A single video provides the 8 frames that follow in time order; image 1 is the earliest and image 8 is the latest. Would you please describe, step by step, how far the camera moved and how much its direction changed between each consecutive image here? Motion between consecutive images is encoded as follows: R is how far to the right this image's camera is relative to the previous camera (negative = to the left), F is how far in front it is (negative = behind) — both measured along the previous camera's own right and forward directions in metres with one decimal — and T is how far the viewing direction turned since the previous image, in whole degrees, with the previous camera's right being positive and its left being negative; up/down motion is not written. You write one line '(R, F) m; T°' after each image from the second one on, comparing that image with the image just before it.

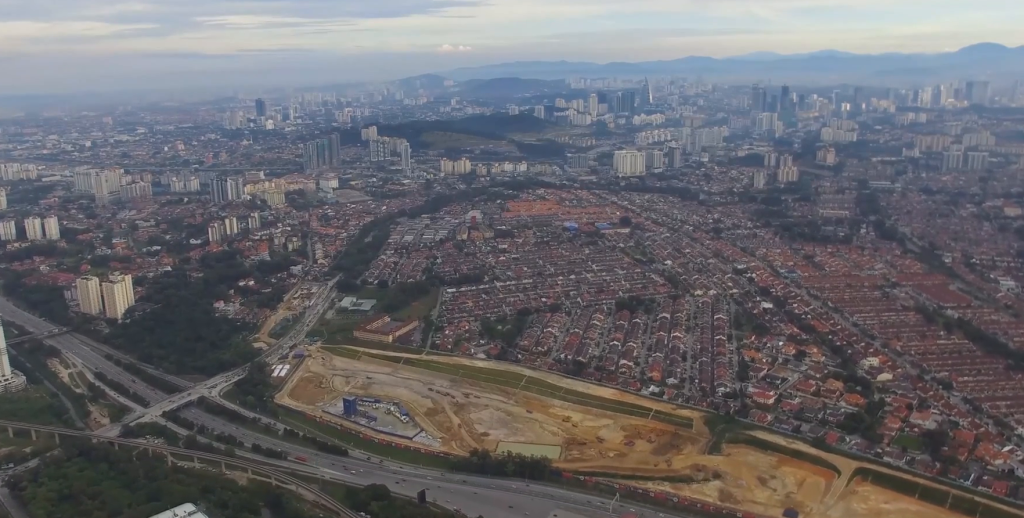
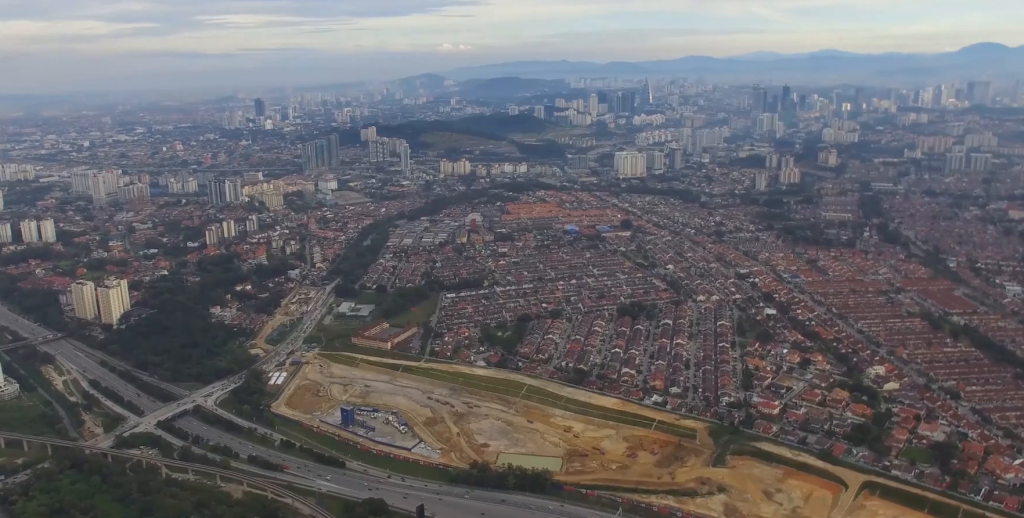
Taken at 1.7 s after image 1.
(0.0, +19.3) m; 0°
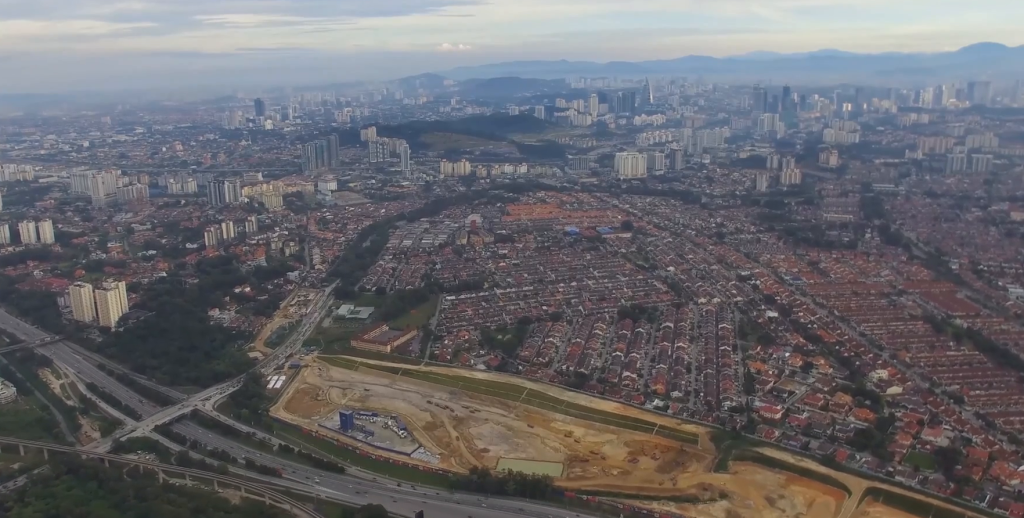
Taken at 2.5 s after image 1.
(0.0, +8.6) m; 0°
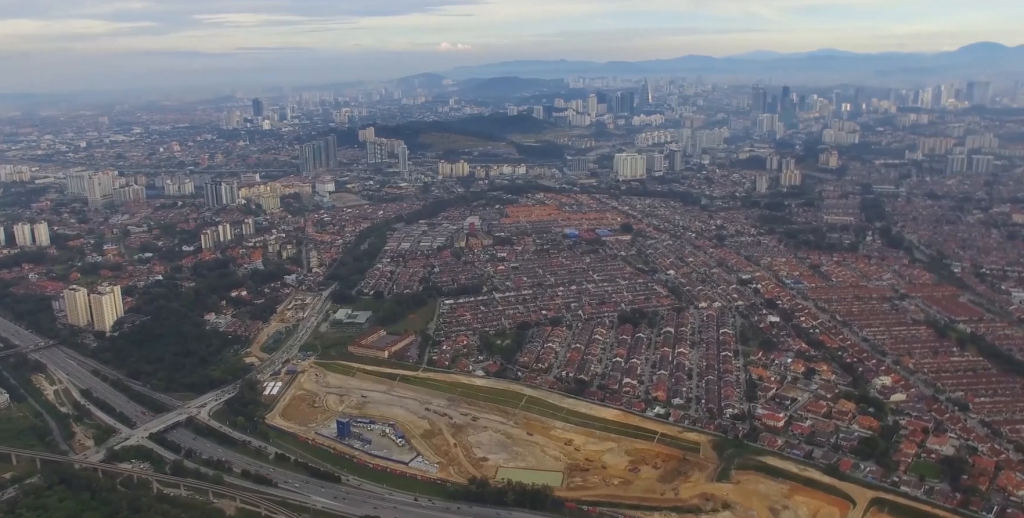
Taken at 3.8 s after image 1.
(0.0, +14.4) m; 0°
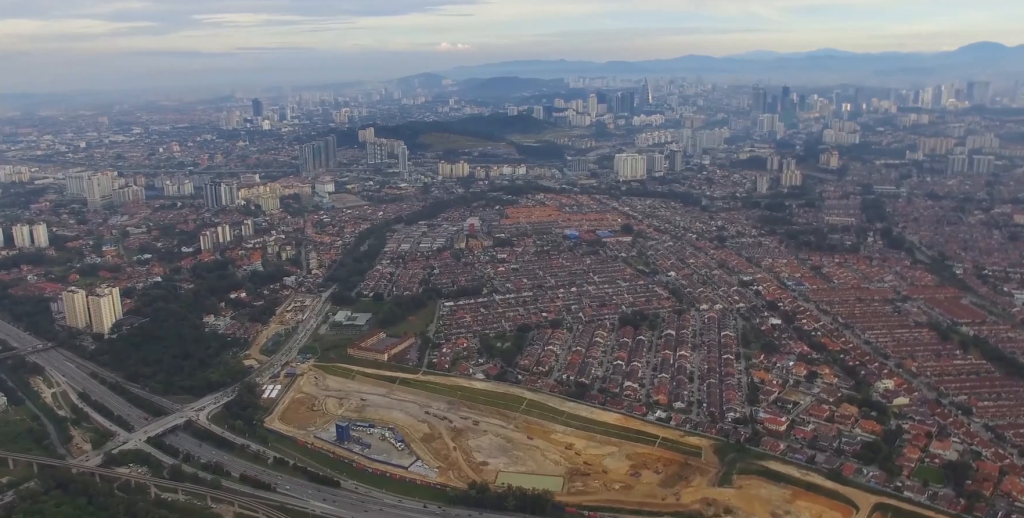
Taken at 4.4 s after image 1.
(0.0, +7.2) m; 0°
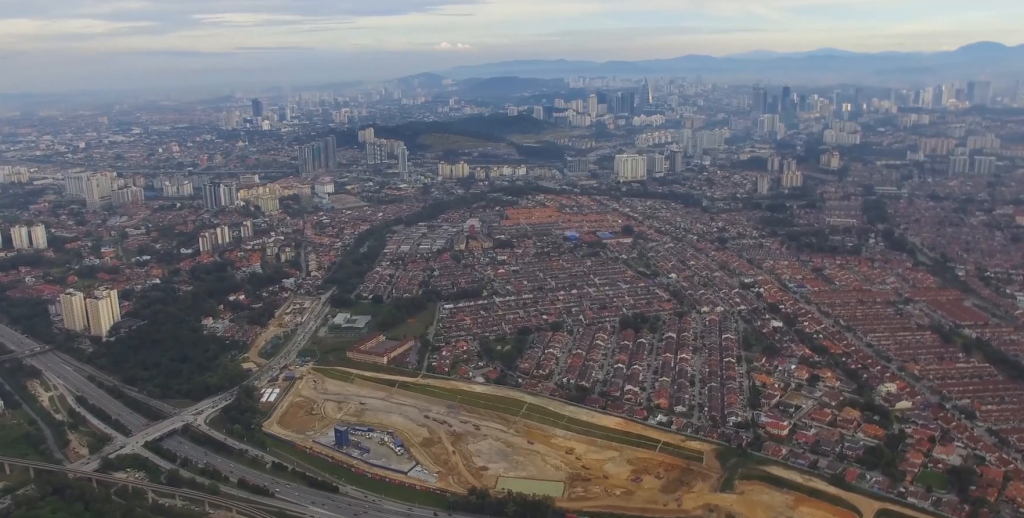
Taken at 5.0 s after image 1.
(0.0, +7.3) m; 0°
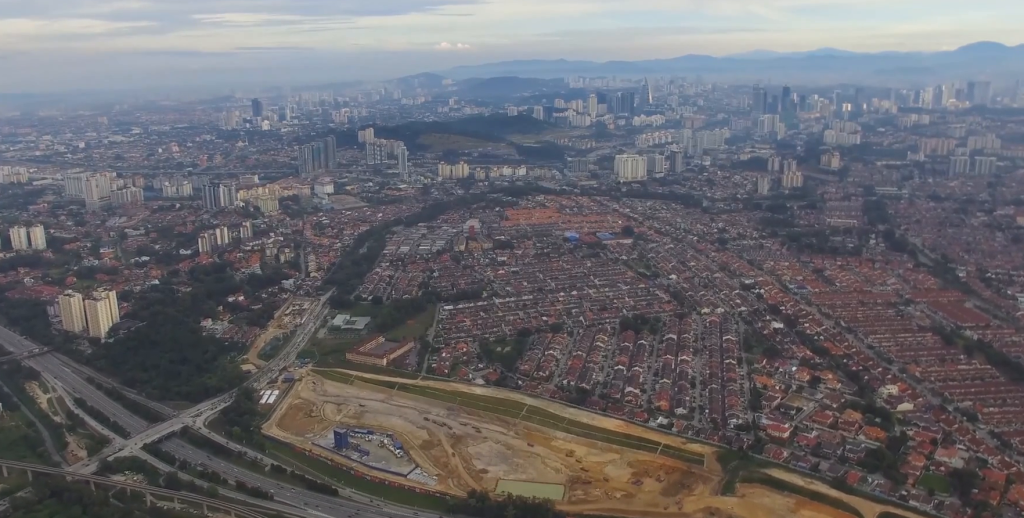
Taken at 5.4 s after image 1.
(0.0, +4.6) m; 0°
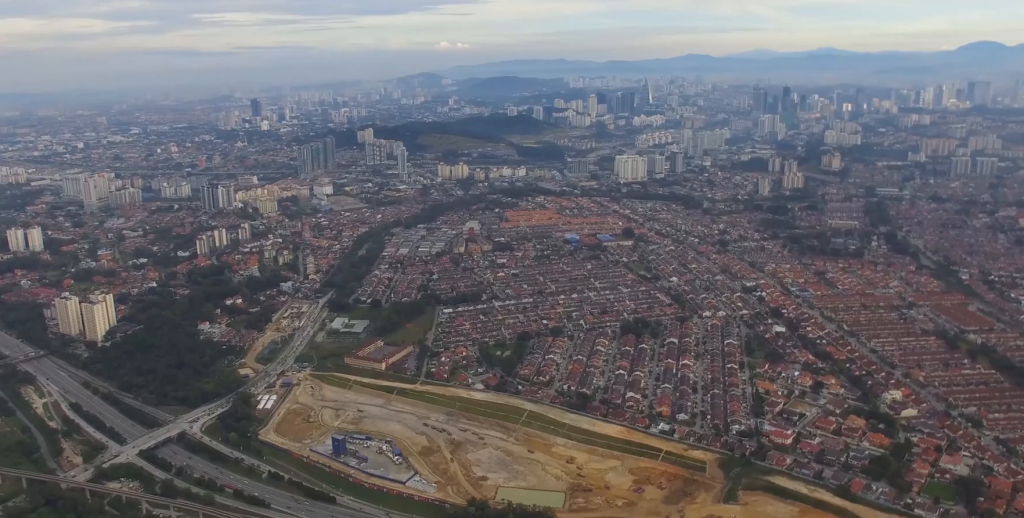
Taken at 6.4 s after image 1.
(0.0, +11.6) m; 0°
